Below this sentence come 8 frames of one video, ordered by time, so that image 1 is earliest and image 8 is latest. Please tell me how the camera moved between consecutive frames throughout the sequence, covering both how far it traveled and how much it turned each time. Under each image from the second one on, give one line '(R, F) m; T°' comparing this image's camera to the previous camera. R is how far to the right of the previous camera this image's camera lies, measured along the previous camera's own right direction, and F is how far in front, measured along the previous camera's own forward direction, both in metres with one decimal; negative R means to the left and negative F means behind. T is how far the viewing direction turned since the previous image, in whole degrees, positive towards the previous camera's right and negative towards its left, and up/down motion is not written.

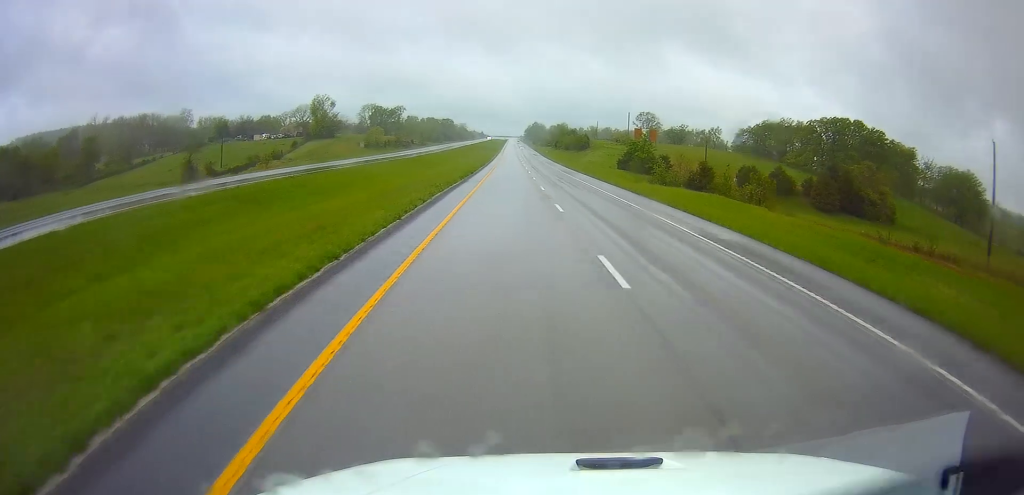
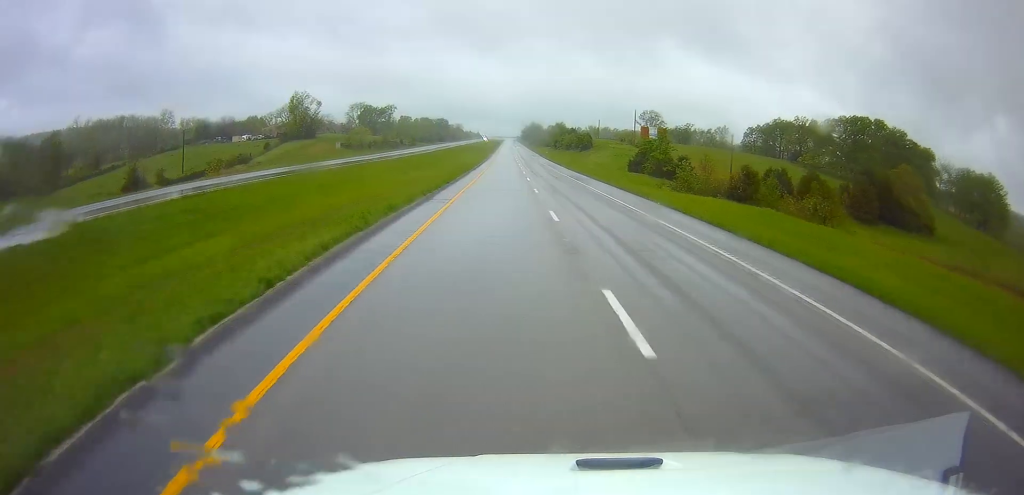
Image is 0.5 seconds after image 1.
(+0.1, +15.5) m; 0°
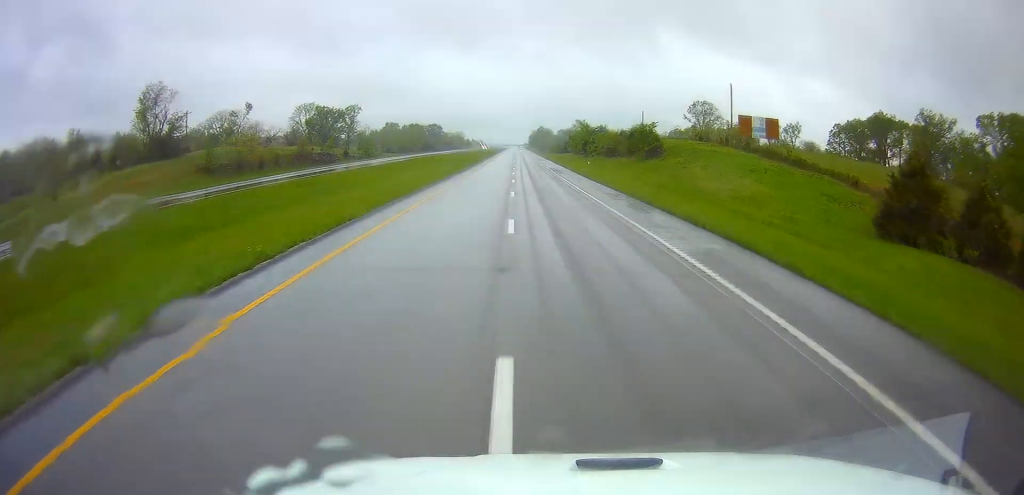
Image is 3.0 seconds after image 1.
(-0.1, +76.5) m; 0°
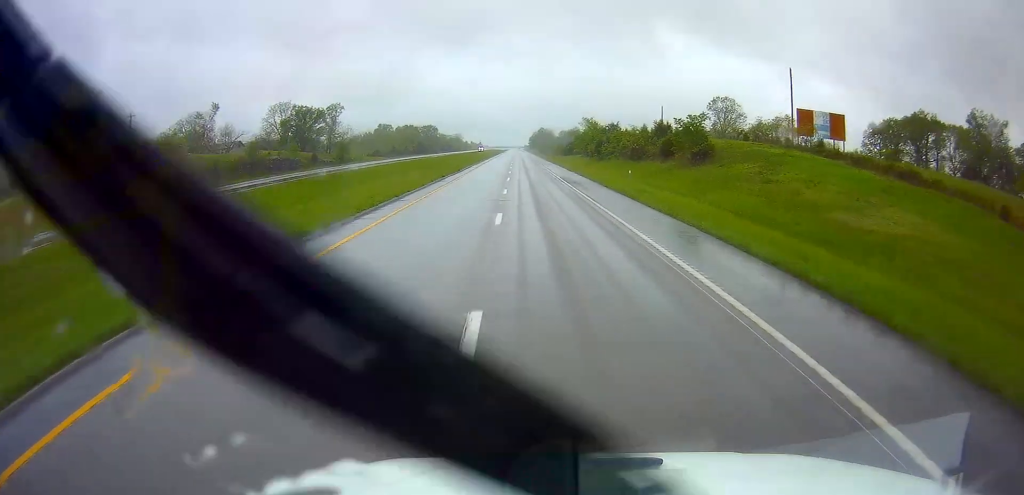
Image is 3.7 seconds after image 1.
(-0.1, +22.7) m; 0°
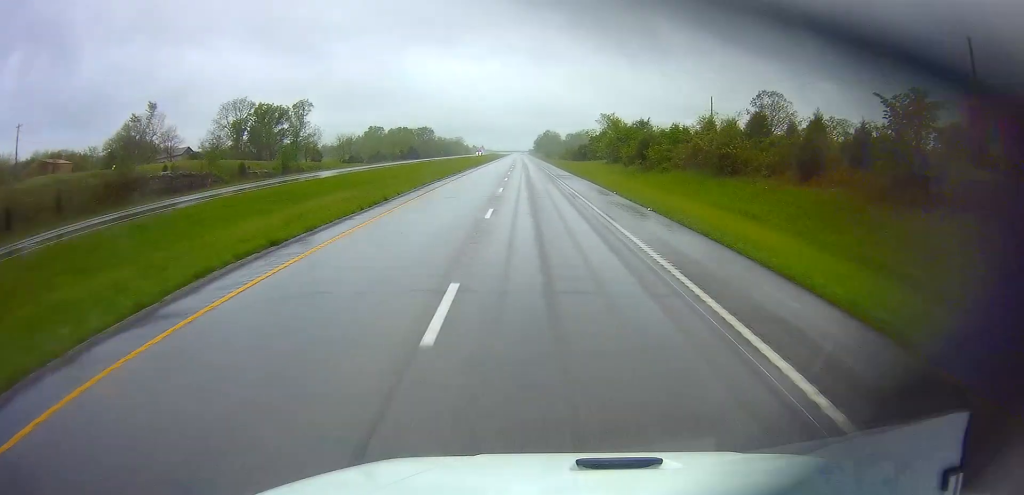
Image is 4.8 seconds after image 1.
(0.0, +34.8) m; 0°
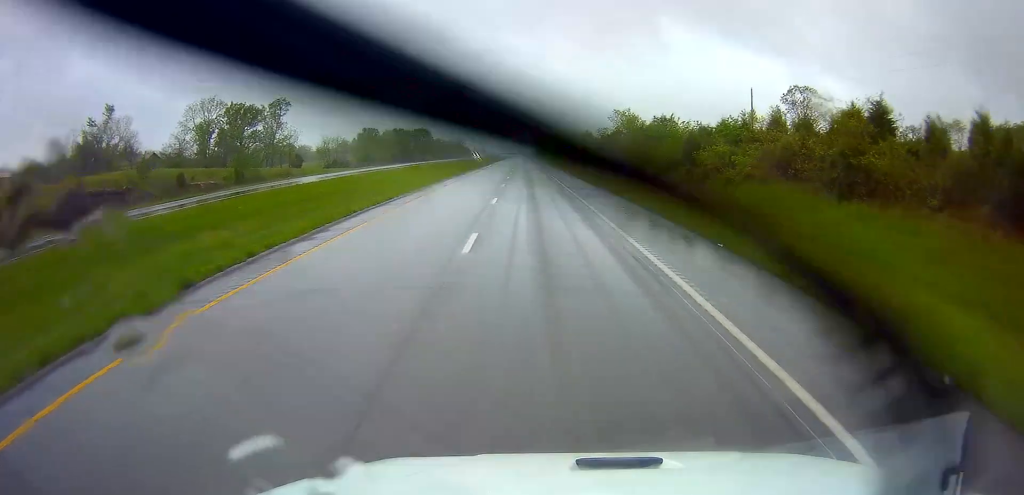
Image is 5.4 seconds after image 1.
(0.0, +18.4) m; 0°
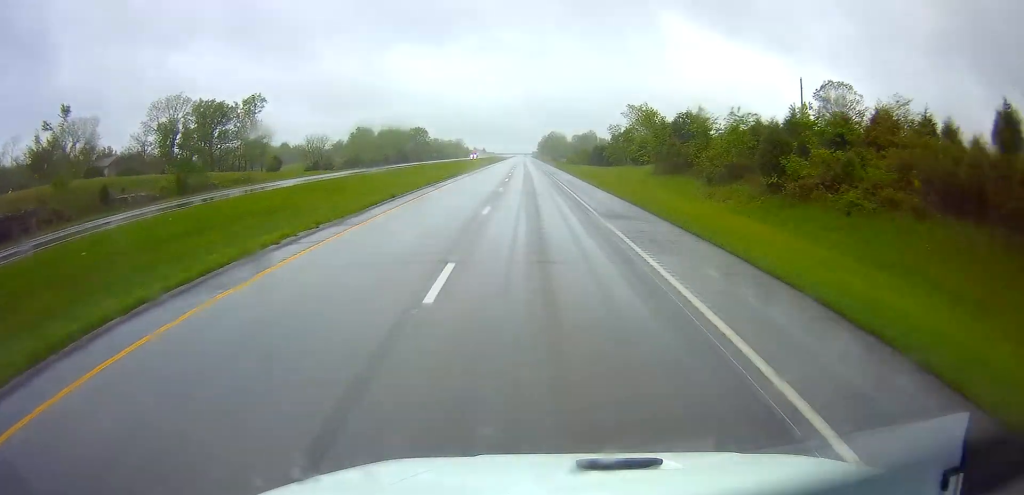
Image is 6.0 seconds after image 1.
(0.0, +16.4) m; 0°
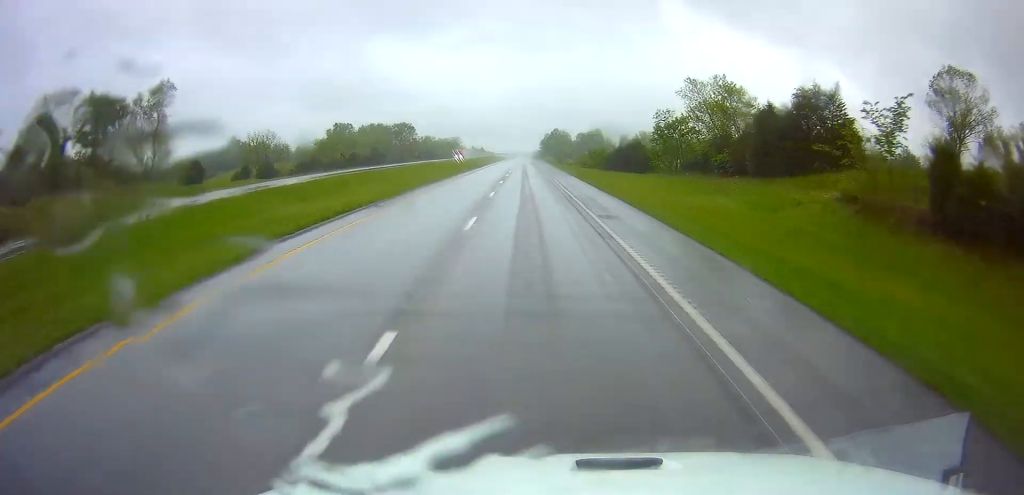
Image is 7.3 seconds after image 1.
(0.0, +41.0) m; 0°
